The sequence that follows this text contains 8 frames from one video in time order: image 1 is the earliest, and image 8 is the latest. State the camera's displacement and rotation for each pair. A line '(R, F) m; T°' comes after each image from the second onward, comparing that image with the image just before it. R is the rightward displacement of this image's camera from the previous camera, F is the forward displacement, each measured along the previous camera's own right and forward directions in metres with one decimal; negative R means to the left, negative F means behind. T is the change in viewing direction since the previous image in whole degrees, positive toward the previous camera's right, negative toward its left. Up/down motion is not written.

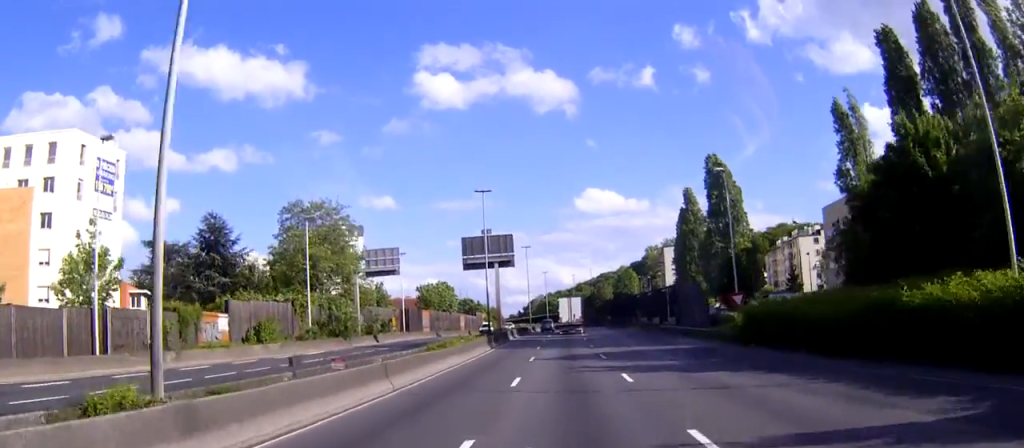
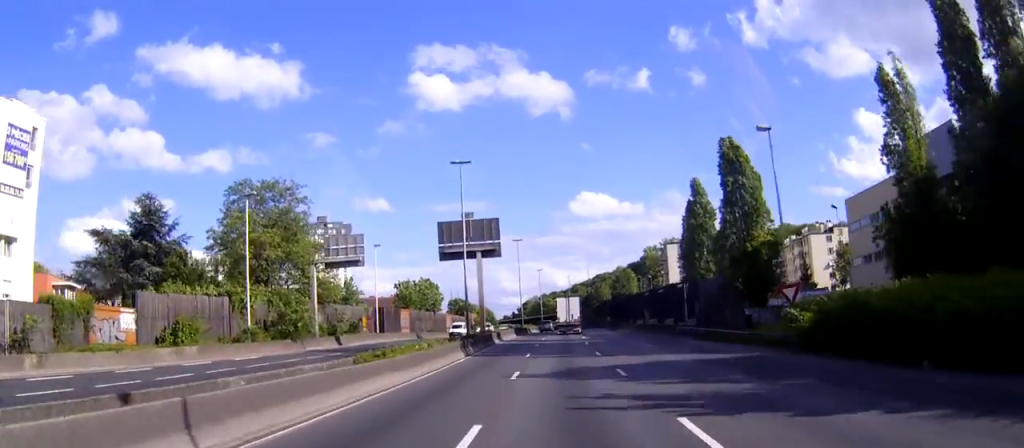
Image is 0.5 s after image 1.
(0.0, +12.2) m; 0°
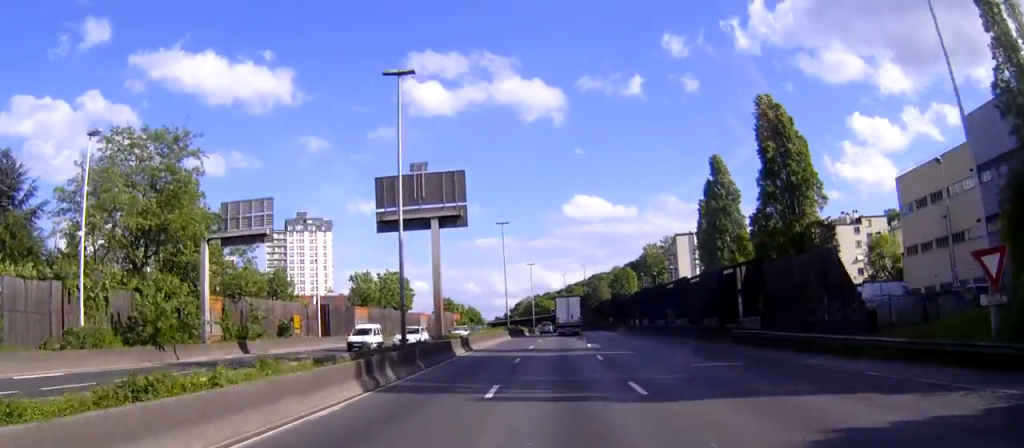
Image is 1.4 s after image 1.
(+0.1, +19.9) m; 0°
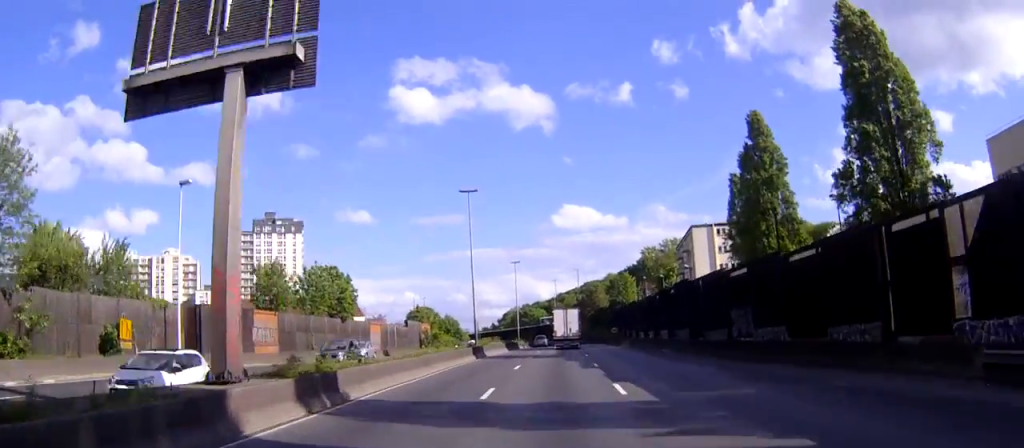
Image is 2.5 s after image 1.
(+0.1, +25.1) m; 0°
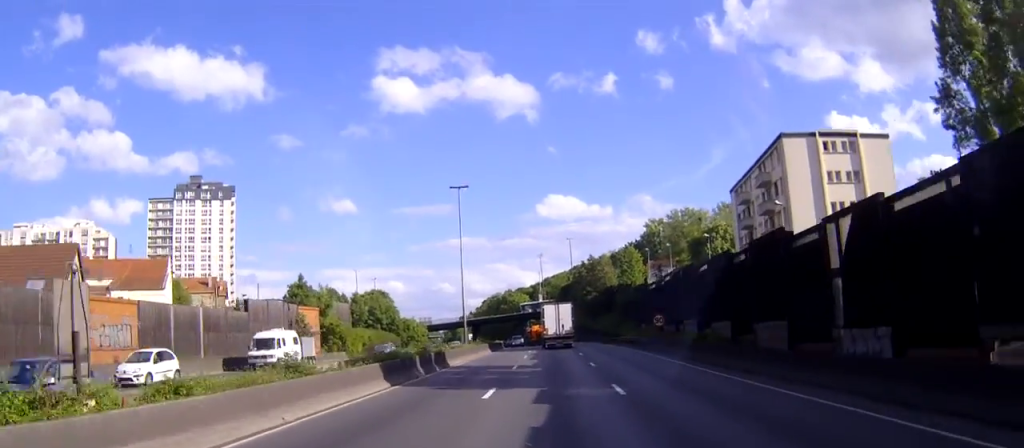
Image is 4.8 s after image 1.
(+0.3, +52.9) m; +1°
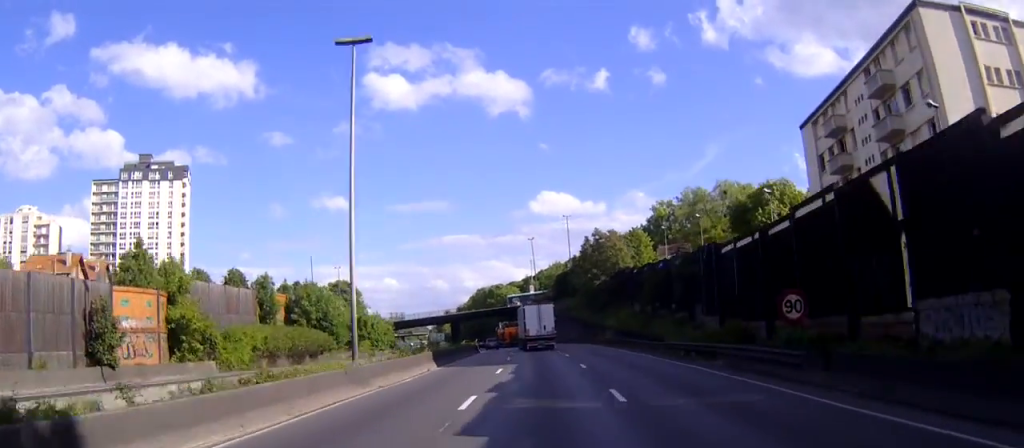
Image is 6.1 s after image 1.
(+0.2, +29.2) m; 0°
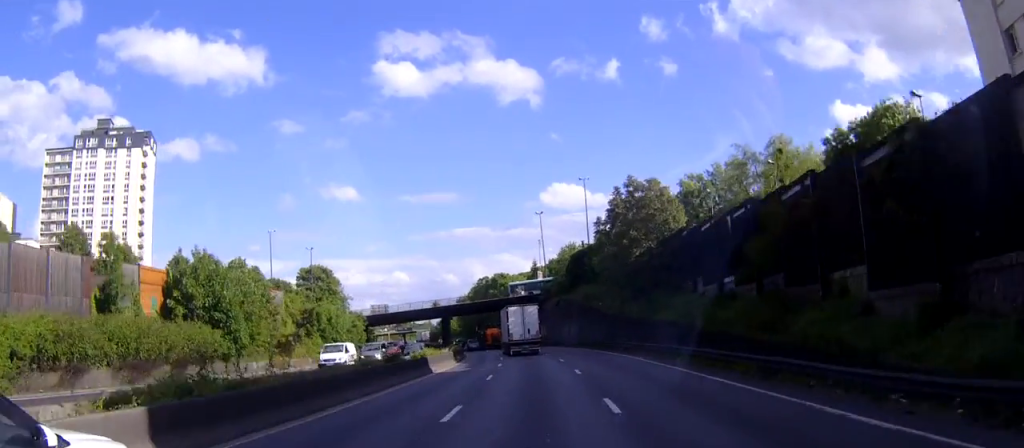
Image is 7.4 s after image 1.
(0.0, +27.9) m; -1°
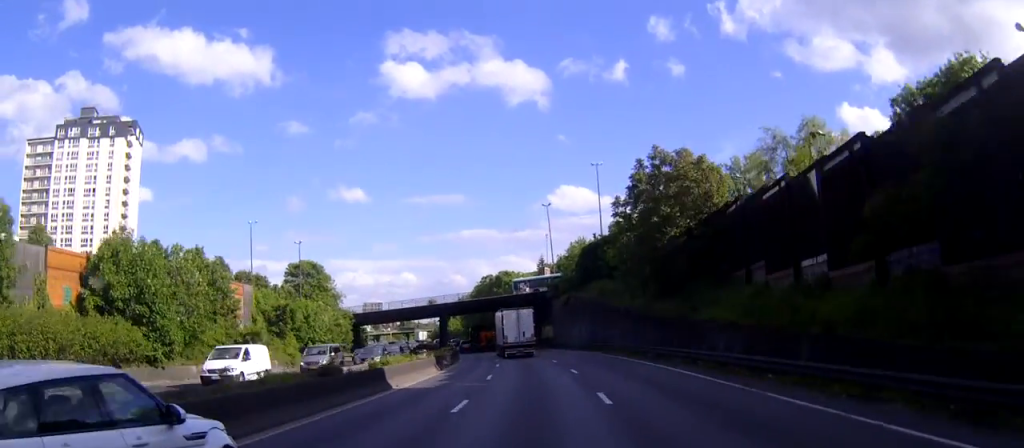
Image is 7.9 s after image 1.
(0.0, +11.4) m; -1°
